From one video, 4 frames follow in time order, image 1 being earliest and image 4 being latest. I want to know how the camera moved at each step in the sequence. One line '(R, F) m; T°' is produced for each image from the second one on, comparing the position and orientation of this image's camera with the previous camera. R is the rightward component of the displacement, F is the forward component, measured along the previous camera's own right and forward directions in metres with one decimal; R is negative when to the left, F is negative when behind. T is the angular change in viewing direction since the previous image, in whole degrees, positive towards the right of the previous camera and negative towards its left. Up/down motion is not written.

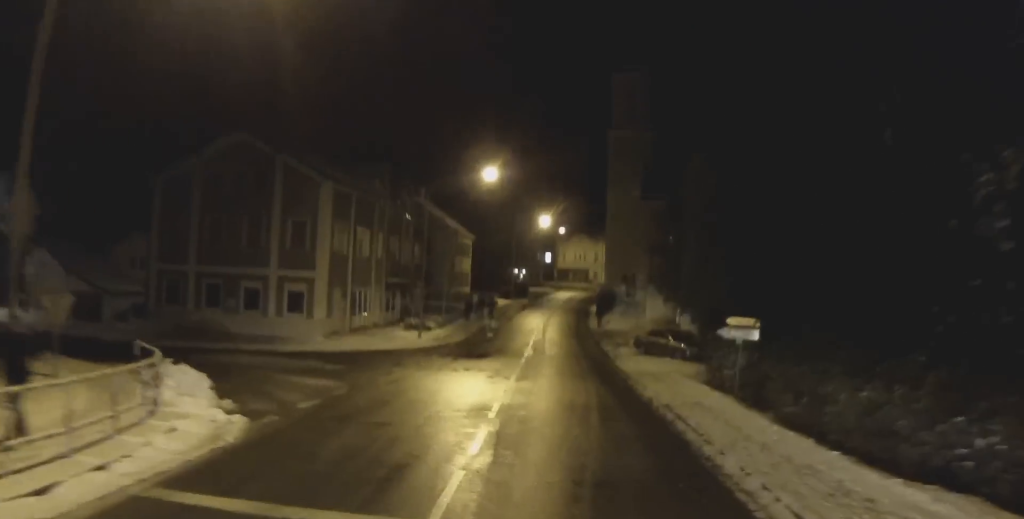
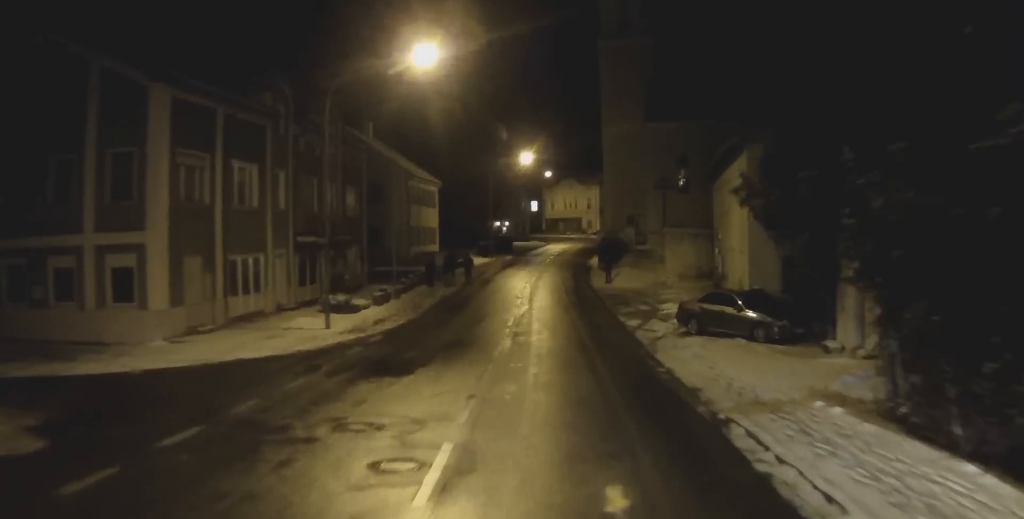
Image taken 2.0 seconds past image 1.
(+0.4, +18.9) m; -1°
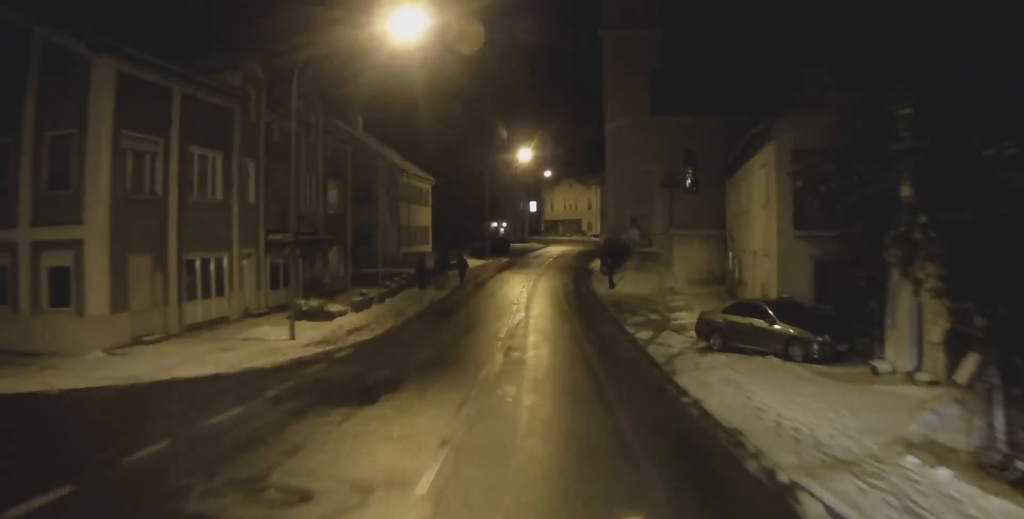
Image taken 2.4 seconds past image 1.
(-0.1, +4.0) m; -1°
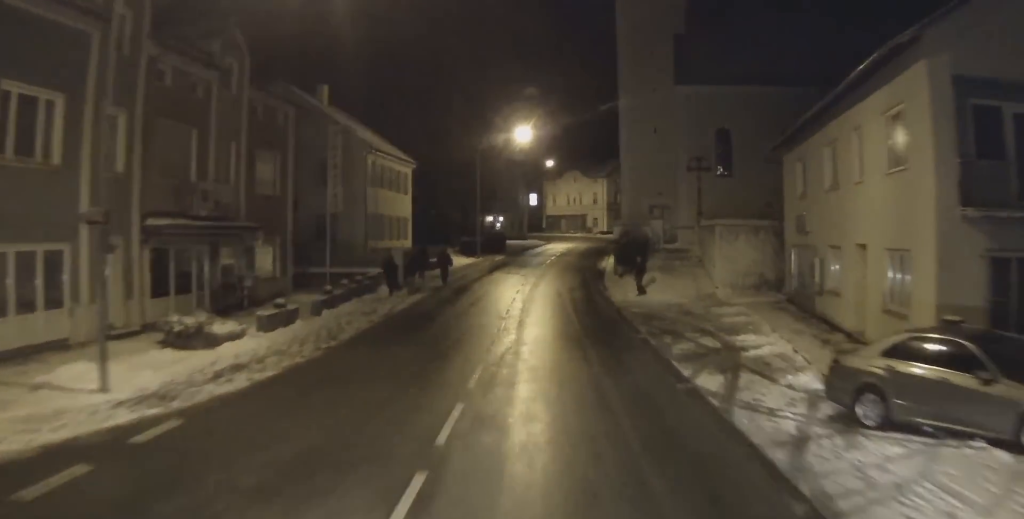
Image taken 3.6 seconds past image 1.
(-0.2, +11.5) m; +1°
